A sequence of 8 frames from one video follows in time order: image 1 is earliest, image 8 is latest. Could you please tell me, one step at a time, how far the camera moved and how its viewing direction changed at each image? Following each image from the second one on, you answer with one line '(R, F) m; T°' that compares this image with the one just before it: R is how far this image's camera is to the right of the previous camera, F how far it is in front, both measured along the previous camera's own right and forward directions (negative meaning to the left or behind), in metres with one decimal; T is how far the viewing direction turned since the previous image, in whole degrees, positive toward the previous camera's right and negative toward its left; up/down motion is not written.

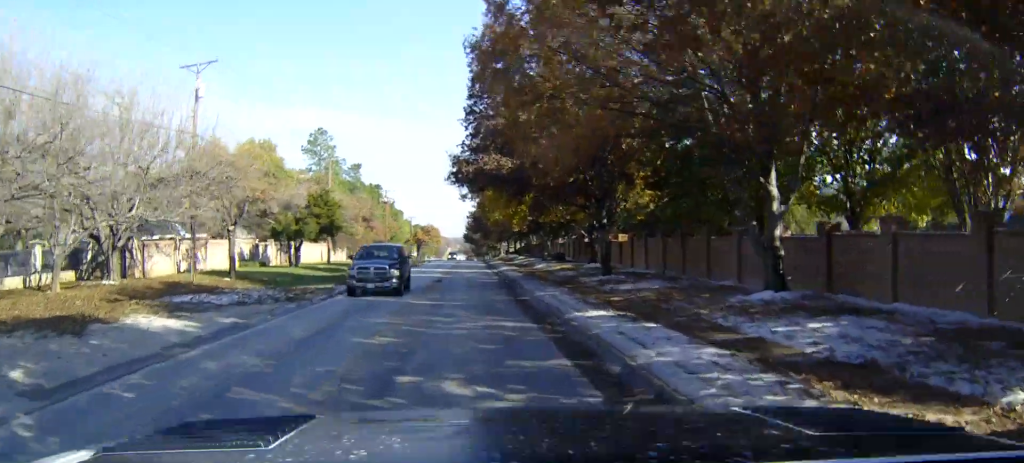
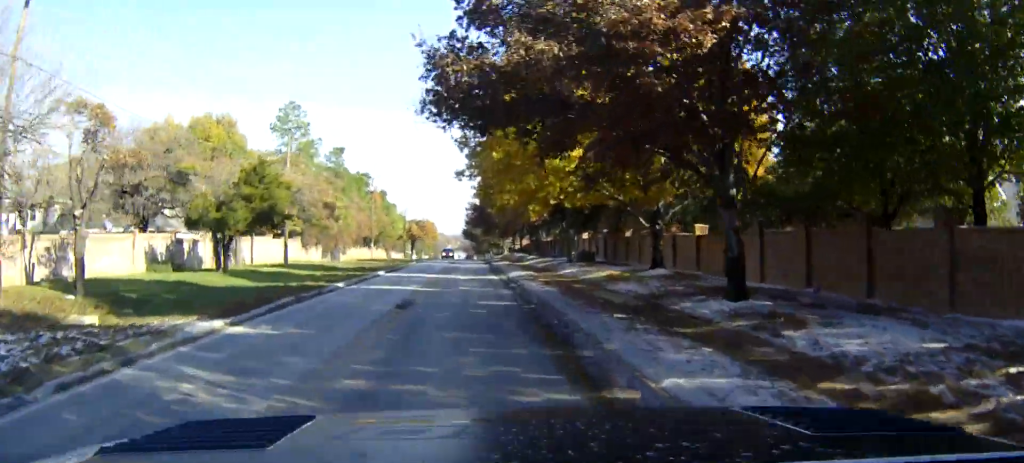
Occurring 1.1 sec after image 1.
(+0.1, +17.1) m; 0°
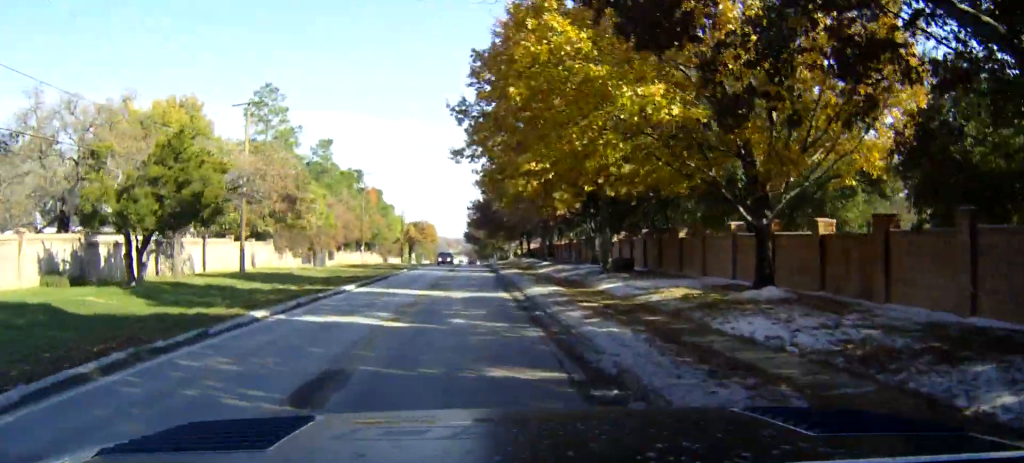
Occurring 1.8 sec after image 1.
(0.0, +11.7) m; 0°
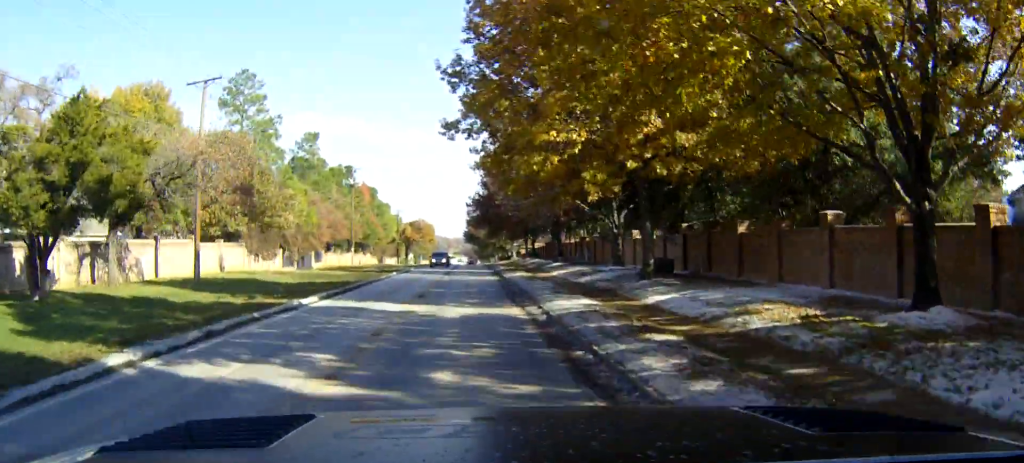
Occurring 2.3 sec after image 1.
(0.0, +8.0) m; 0°
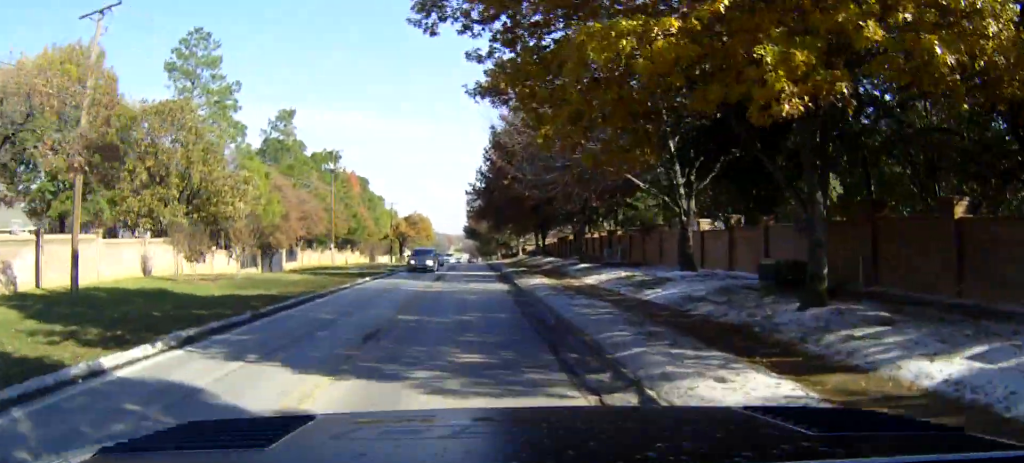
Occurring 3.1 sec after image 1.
(0.0, +13.4) m; 0°
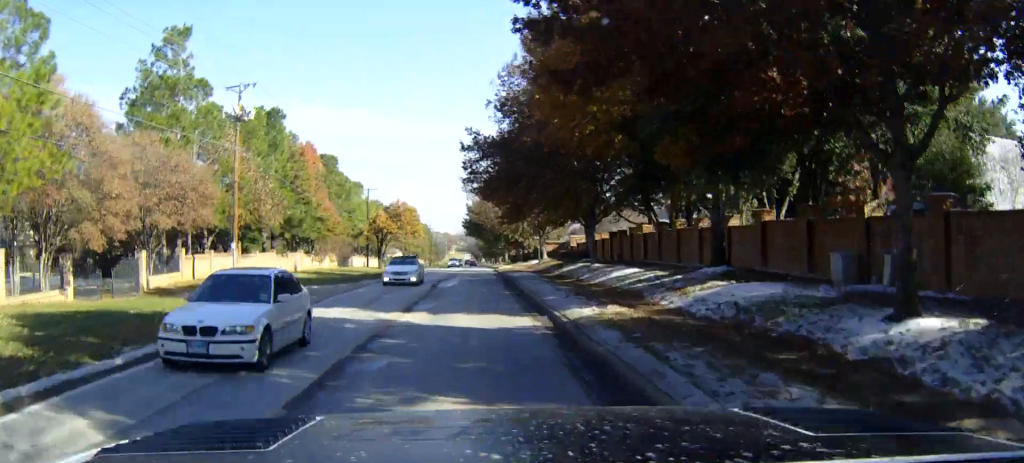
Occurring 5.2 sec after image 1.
(+0.1, +32.6) m; 0°
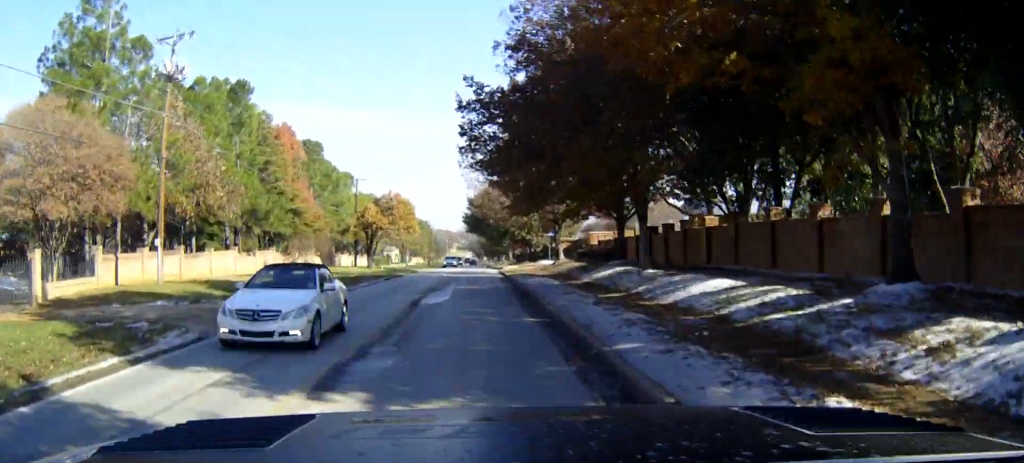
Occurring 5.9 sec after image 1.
(0.0, +11.7) m; 0°
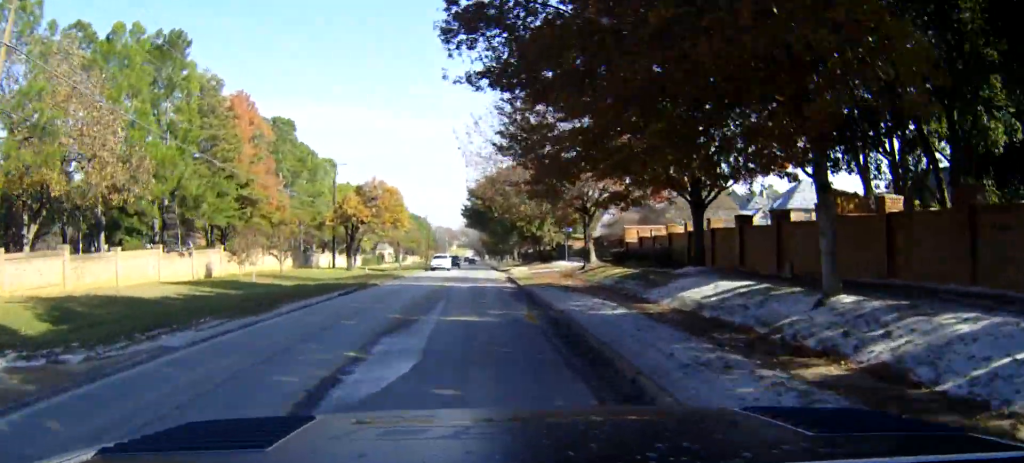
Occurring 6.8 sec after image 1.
(0.0, +14.9) m; 0°
